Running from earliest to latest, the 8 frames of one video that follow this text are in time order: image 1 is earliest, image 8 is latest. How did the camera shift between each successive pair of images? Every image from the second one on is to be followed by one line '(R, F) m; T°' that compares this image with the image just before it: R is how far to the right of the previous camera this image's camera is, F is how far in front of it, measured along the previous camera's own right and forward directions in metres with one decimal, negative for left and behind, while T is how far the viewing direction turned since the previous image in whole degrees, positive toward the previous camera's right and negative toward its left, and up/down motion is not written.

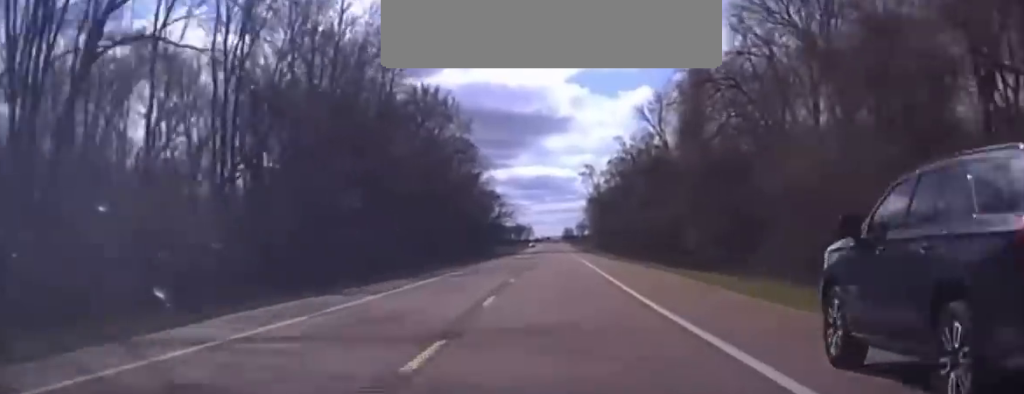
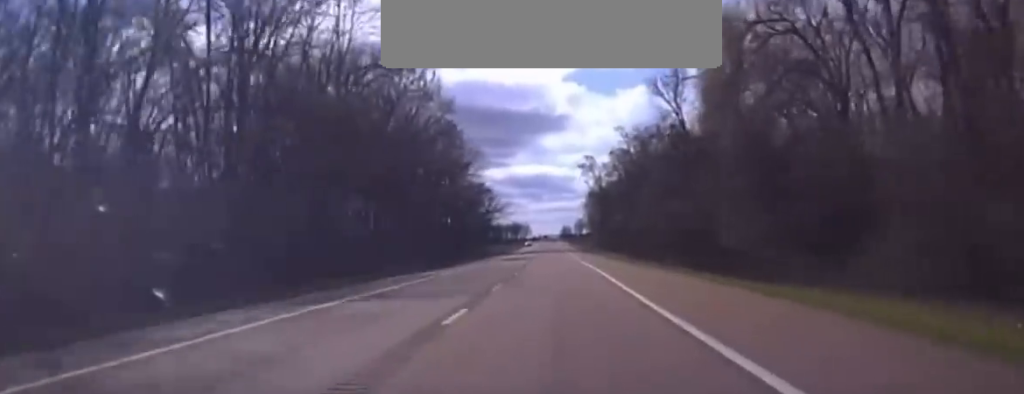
(+0.1, +17.6) m; 0°
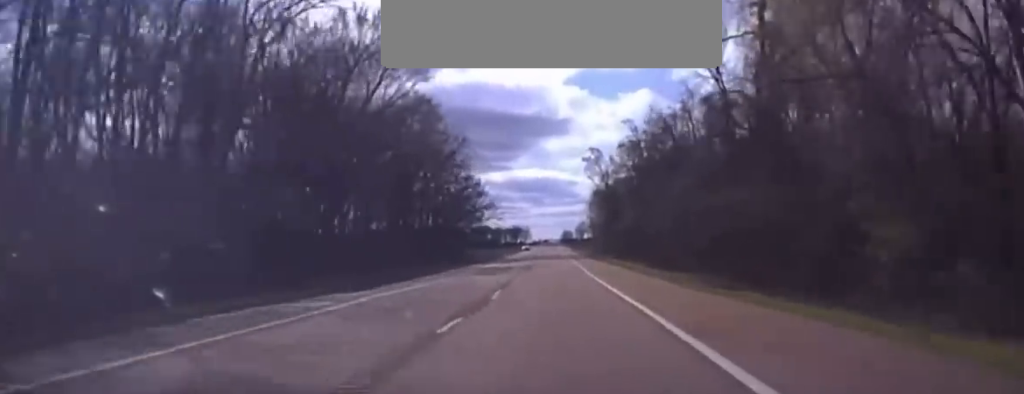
(0.0, +22.3) m; 0°
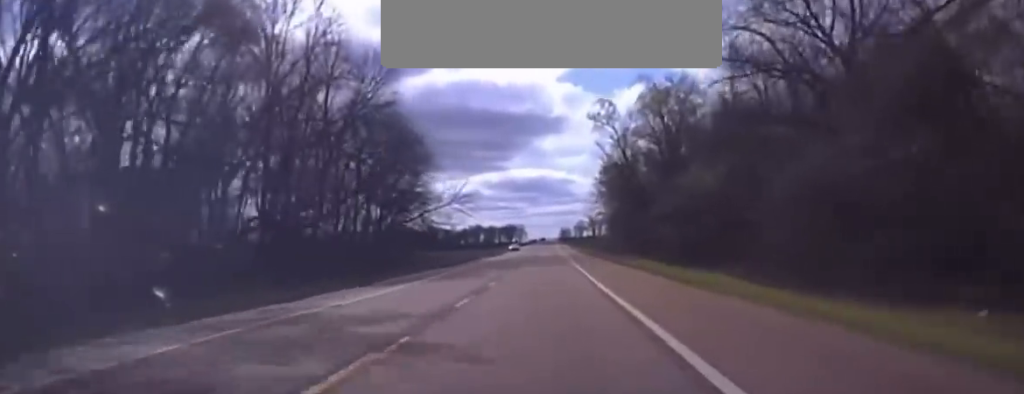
(-0.1, +56.7) m; 0°
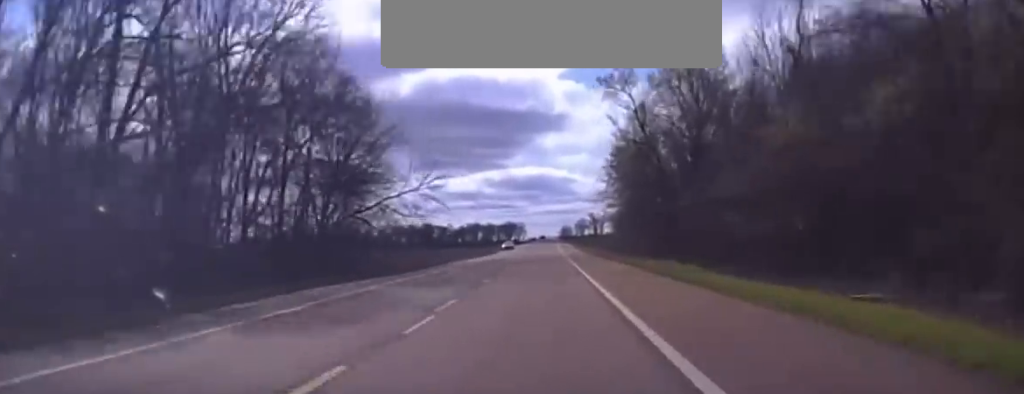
(+0.2, +27.4) m; 0°
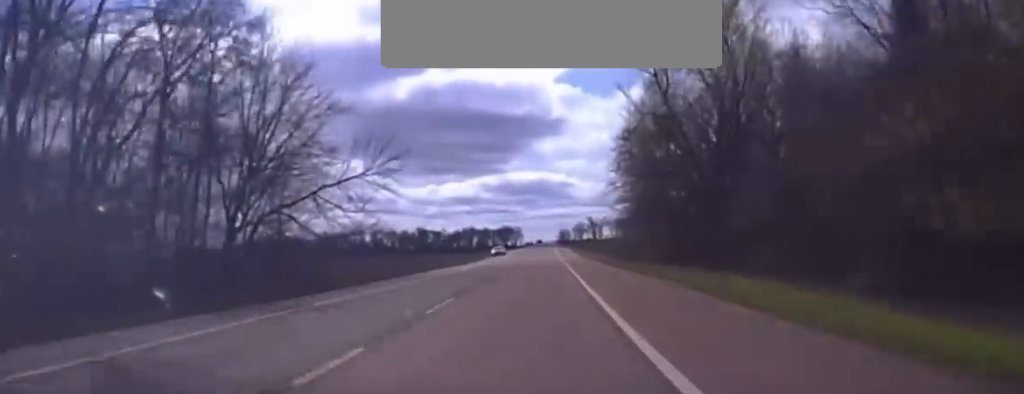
(+0.1, +23.1) m; 0°
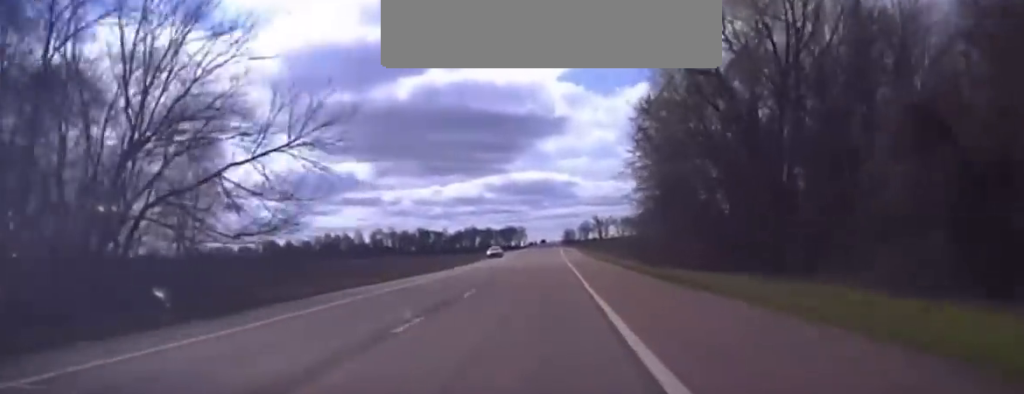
(-0.1, +18.9) m; 0°
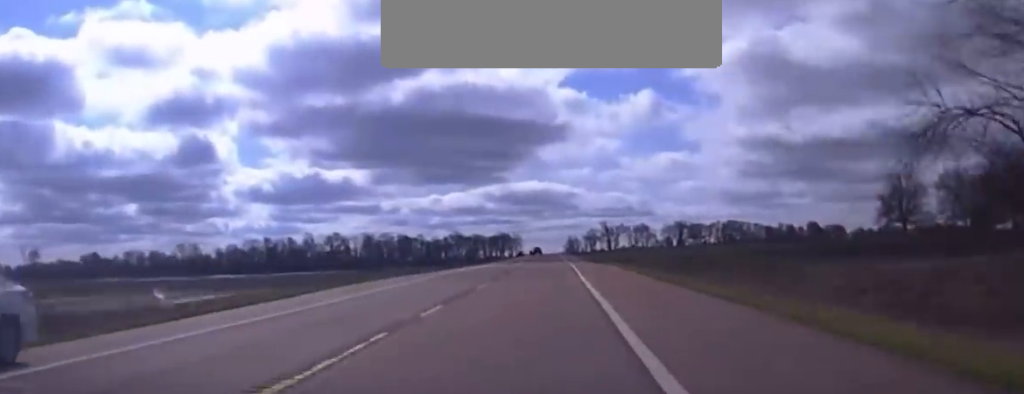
(-0.5, +118.0) m; 0°
